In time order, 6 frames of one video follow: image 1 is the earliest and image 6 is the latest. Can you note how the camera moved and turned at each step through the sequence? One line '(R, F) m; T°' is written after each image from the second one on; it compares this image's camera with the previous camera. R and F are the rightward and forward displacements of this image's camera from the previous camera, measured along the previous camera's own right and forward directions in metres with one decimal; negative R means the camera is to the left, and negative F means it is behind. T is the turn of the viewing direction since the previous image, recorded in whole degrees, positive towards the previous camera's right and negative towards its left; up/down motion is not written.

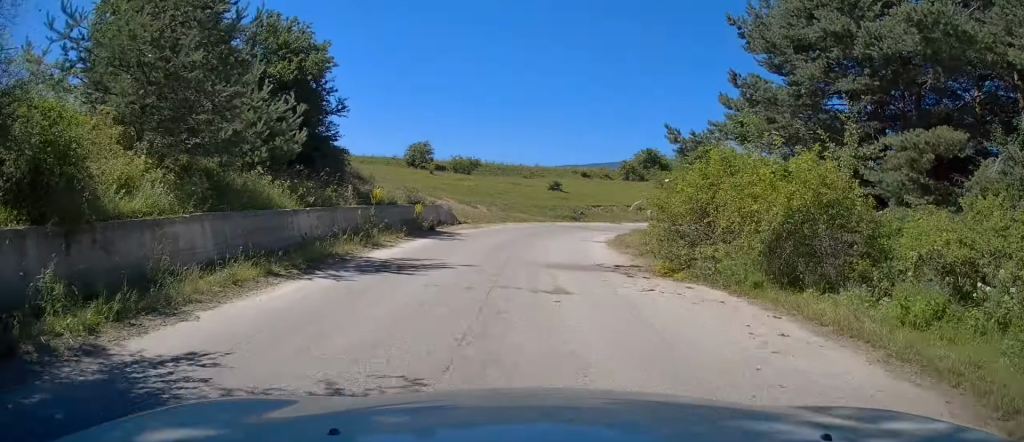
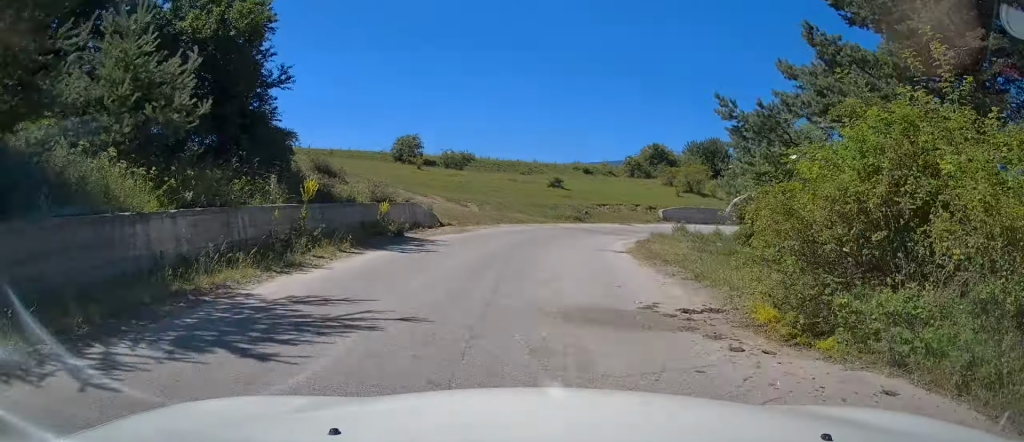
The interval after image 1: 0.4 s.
(+0.1, +5.6) m; +2°
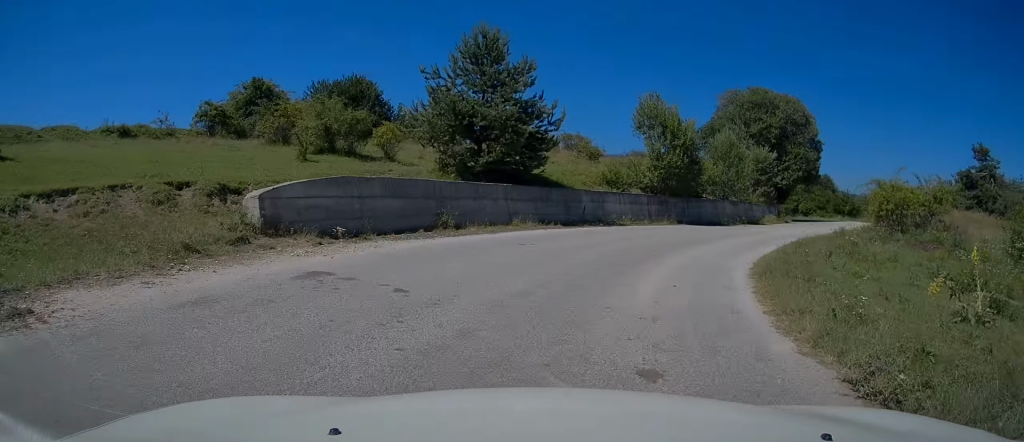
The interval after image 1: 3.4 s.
(+8.2, +34.6) m; +39°
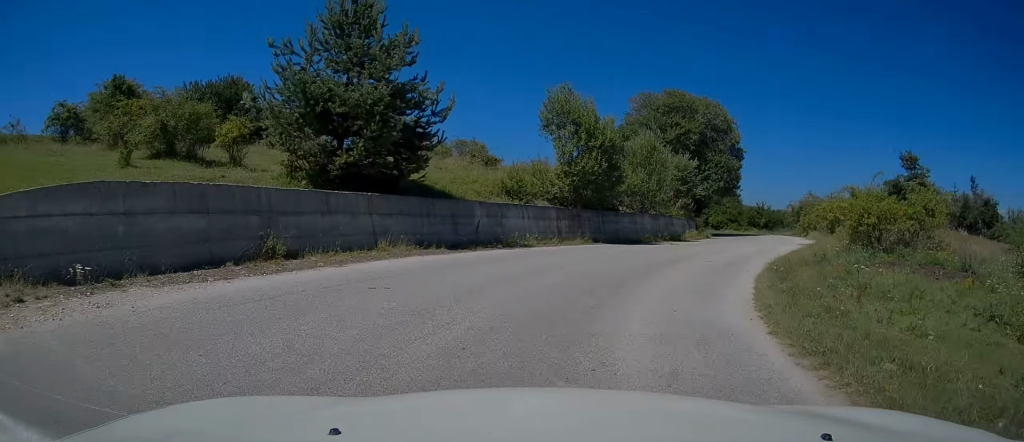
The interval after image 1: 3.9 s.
(+0.1, +5.4) m; +10°
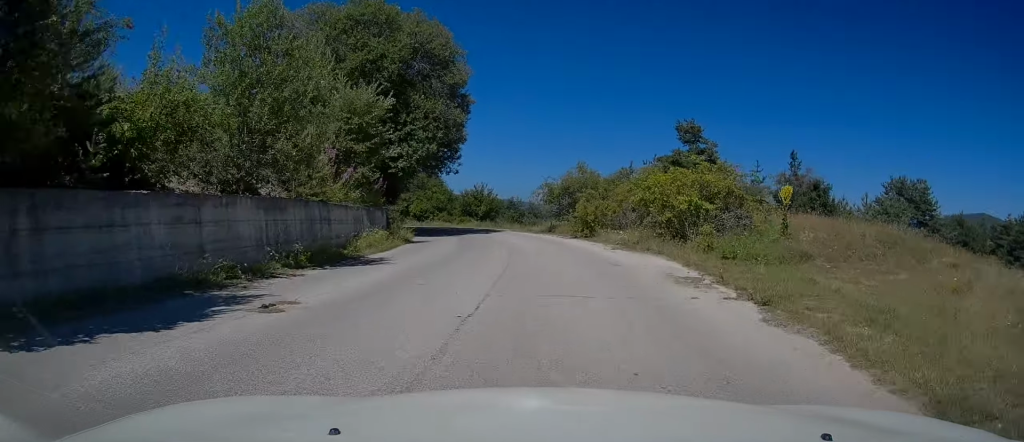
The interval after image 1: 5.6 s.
(+4.9, +20.5) m; +18°
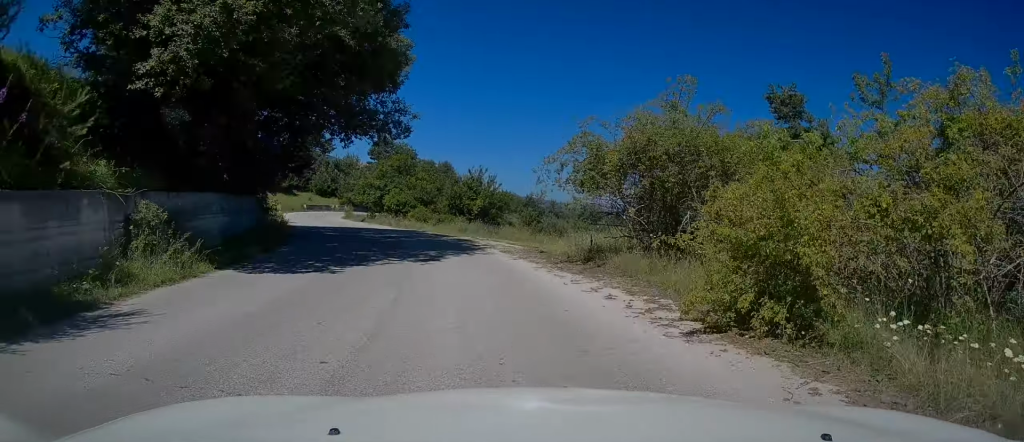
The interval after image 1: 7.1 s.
(+0.3, +19.9) m; -5°
